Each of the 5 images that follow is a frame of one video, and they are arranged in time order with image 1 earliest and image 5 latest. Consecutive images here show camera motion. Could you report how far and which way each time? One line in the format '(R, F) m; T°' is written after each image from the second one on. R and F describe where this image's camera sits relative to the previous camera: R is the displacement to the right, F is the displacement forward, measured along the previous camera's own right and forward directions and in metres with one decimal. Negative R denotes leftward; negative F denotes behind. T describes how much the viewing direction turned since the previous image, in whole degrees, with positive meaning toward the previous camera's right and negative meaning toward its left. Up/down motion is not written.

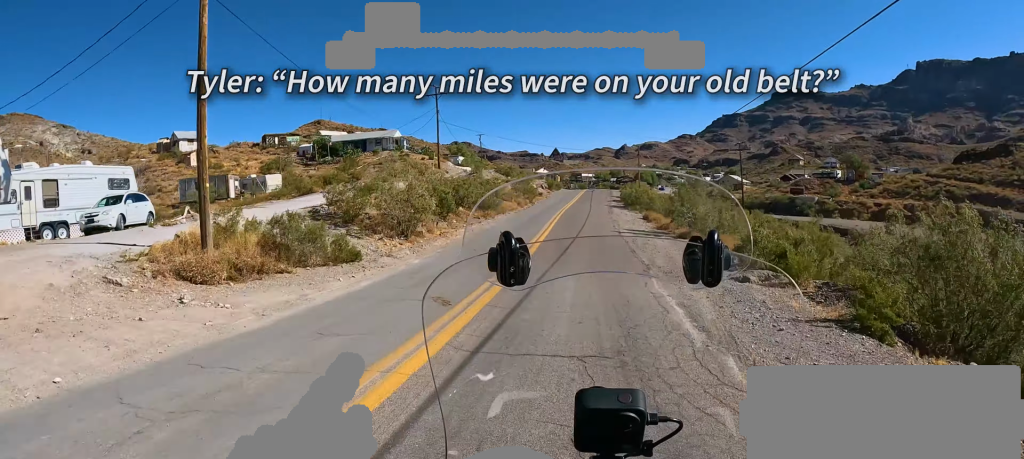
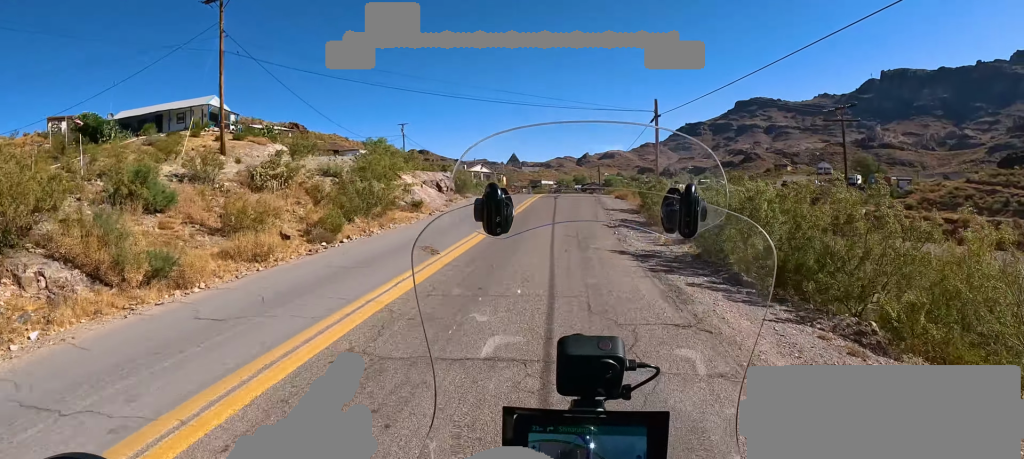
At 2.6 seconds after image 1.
(+0.5, +38.4) m; +1°
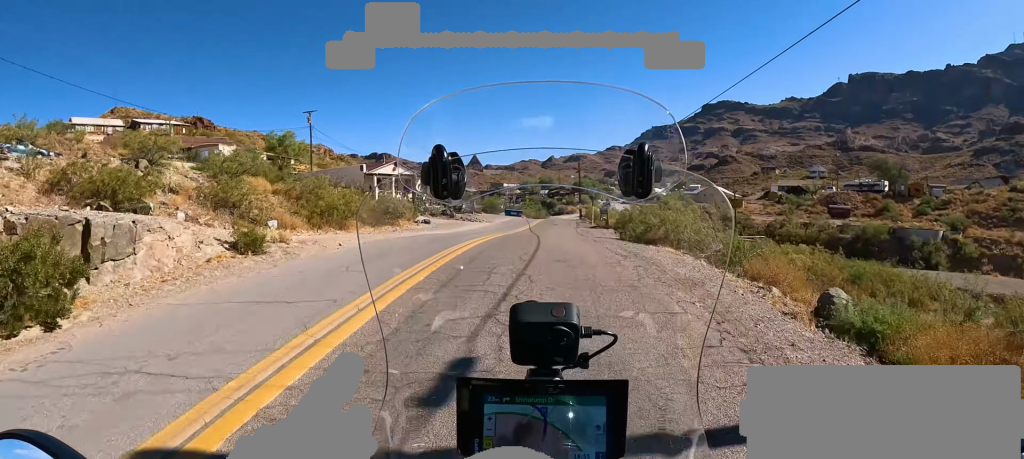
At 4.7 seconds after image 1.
(0.0, +29.2) m; 0°
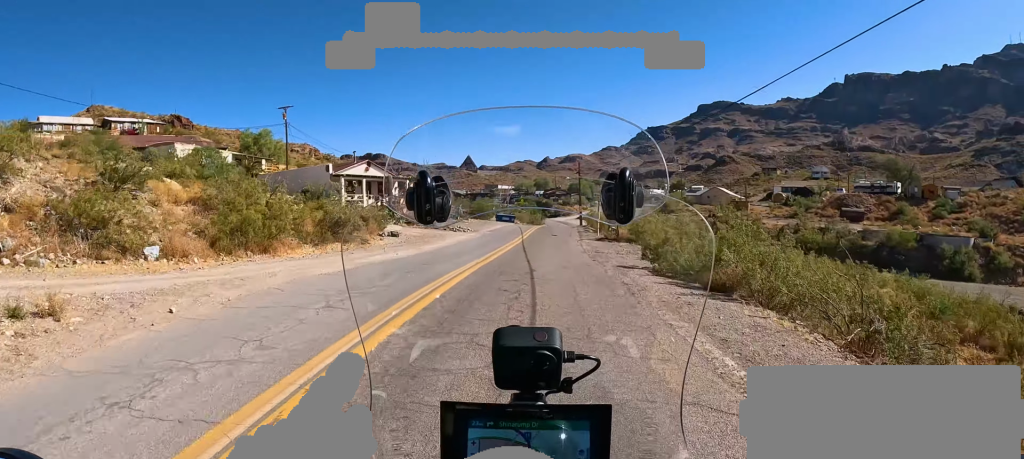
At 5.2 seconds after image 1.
(0.0, +6.8) m; 0°
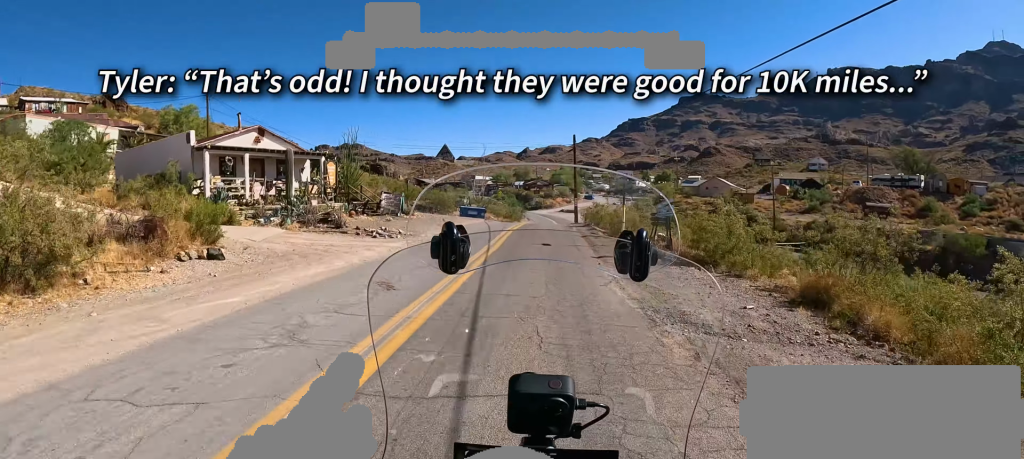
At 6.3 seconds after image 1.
(0.0, +14.6) m; +2°
